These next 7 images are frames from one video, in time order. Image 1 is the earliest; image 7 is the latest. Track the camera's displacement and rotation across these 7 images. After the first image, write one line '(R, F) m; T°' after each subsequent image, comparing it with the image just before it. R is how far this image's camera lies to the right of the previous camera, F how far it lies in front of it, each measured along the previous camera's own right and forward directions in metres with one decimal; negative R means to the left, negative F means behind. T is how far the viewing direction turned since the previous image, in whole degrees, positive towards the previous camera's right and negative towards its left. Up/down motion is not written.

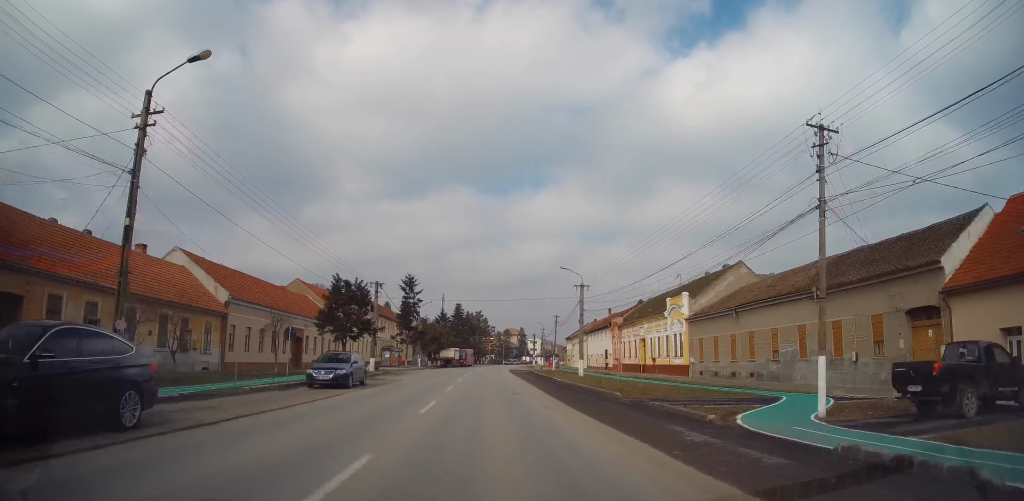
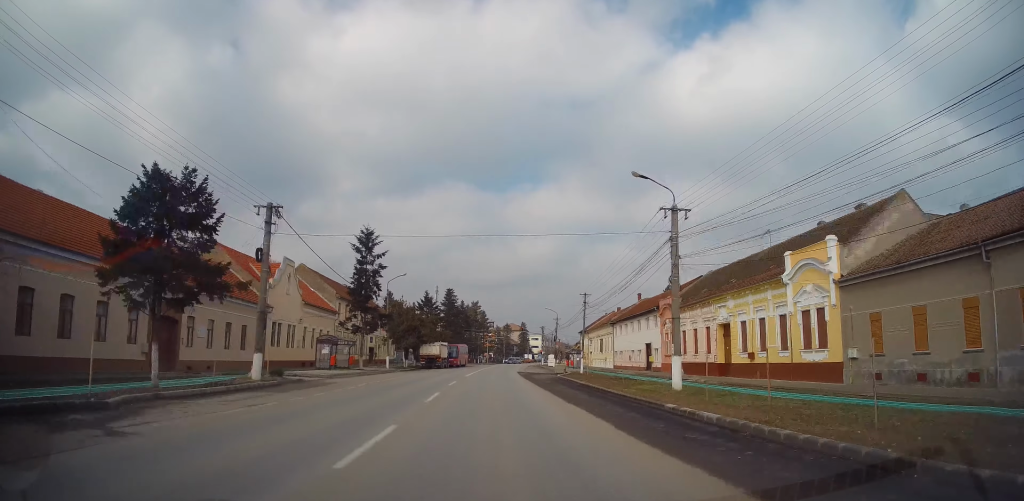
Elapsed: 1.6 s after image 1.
(-0.5, +23.8) m; -1°
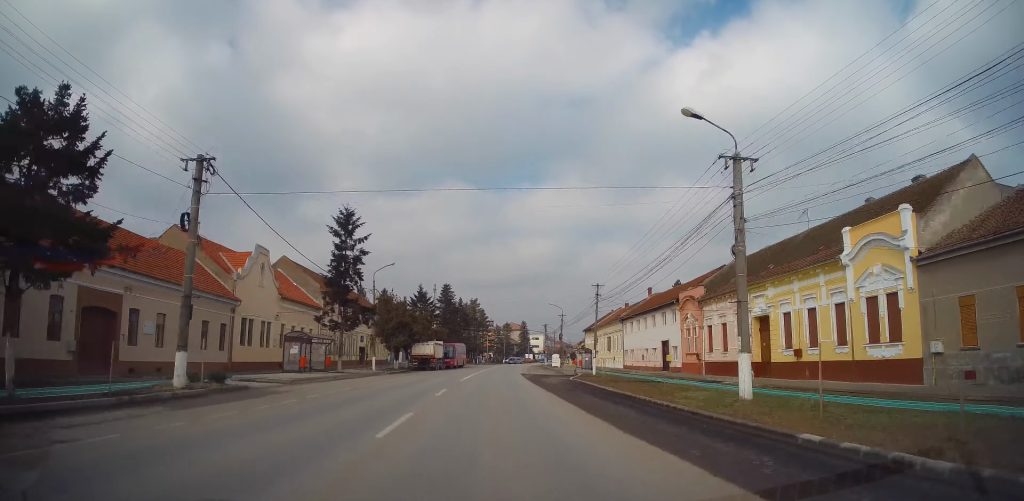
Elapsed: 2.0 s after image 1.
(+0.1, +6.2) m; +1°
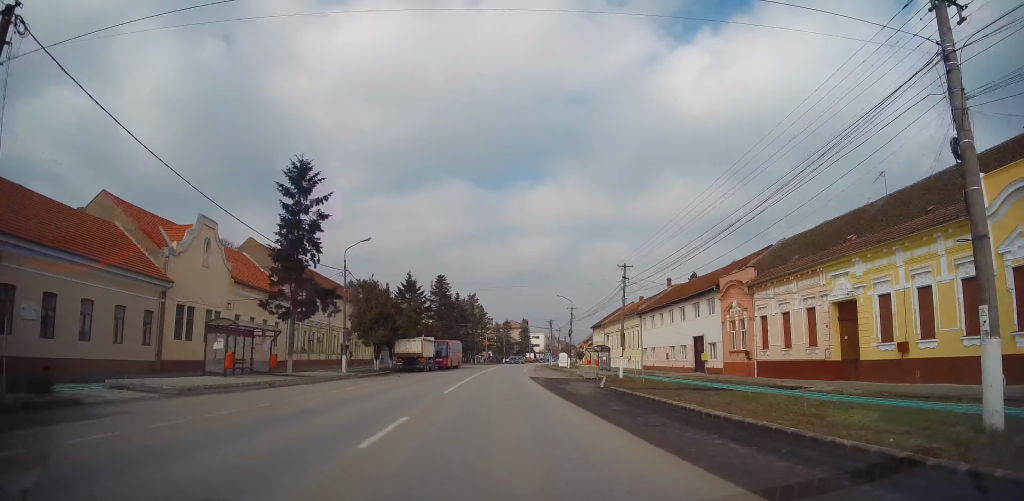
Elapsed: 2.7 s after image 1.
(+0.1, +9.4) m; +1°
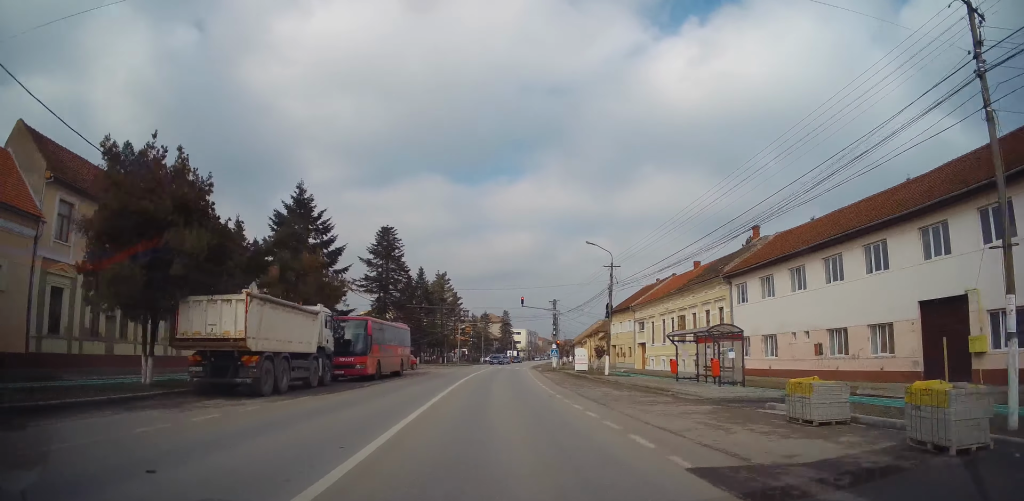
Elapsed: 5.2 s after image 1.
(+0.4, +30.8) m; +1°
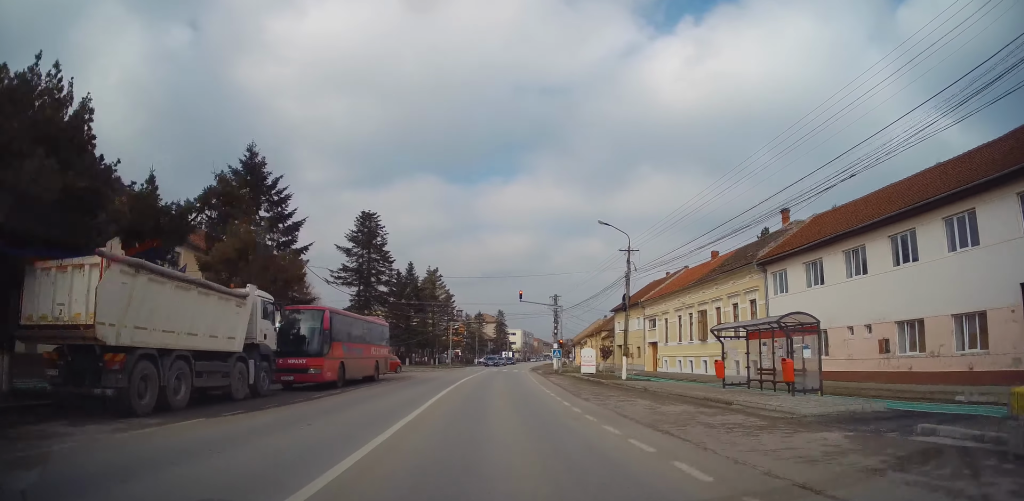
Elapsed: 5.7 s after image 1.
(0.0, +6.1) m; 0°
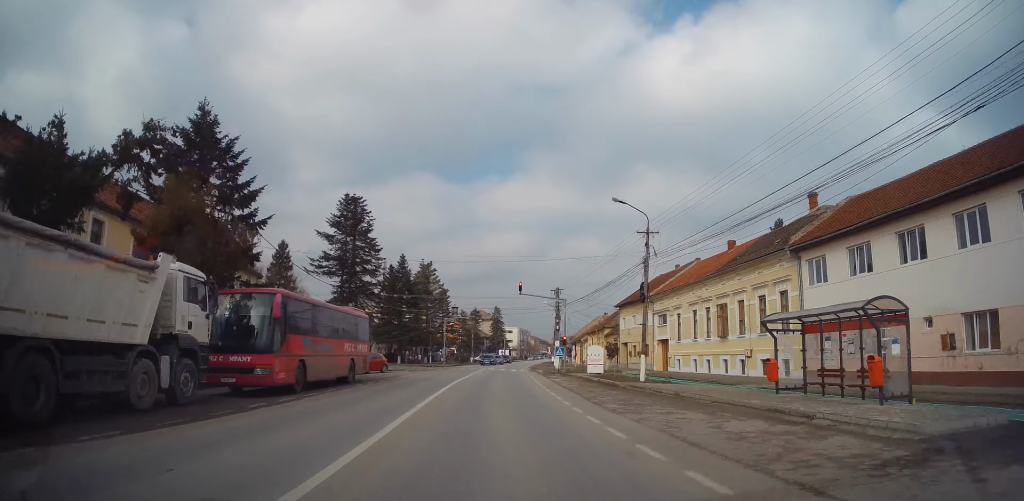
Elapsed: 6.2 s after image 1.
(+0.1, +4.4) m; +1°
